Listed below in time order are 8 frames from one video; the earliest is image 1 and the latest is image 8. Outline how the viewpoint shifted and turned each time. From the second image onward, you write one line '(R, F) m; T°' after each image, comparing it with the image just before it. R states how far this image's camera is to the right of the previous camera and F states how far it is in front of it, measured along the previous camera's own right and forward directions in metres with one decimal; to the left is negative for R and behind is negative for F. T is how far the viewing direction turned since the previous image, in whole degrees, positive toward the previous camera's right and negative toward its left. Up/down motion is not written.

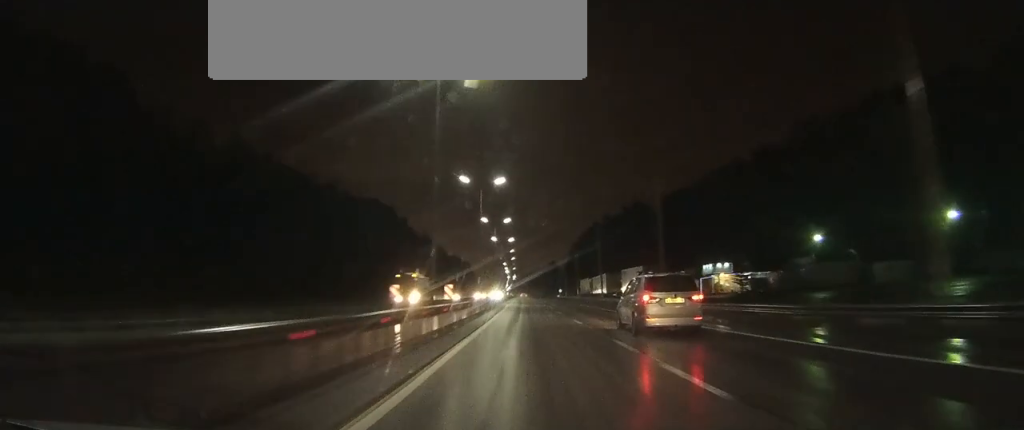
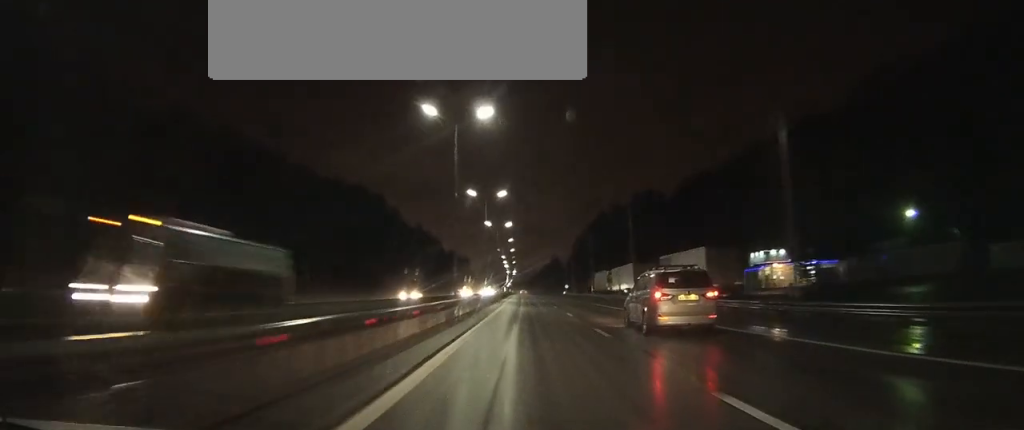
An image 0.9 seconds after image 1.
(0.0, +24.3) m; 0°
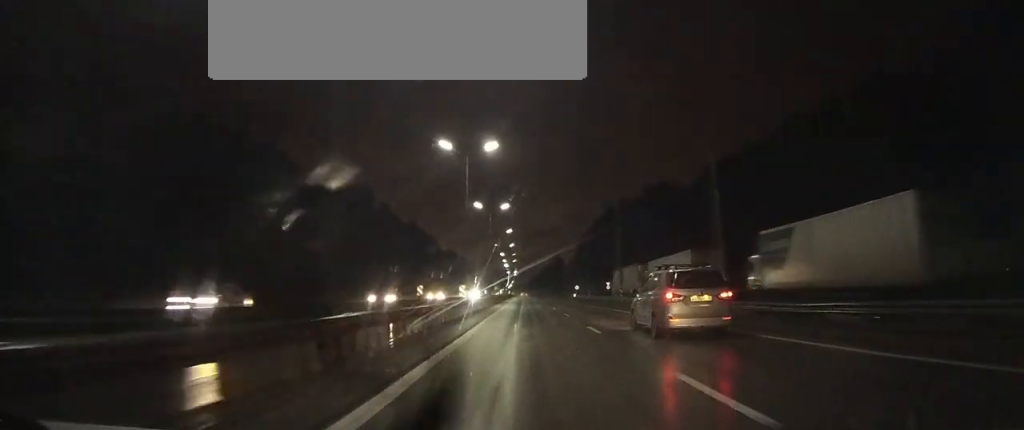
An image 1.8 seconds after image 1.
(0.0, +26.0) m; 0°
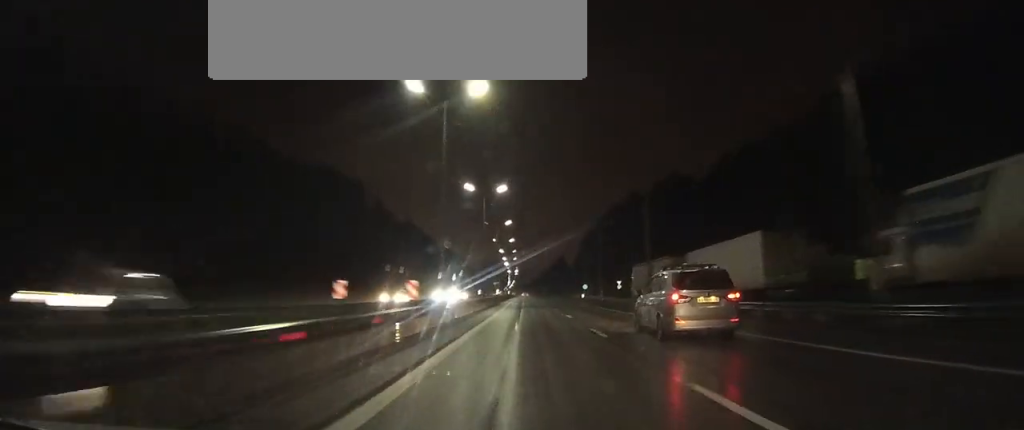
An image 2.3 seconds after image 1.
(0.0, +14.6) m; 0°
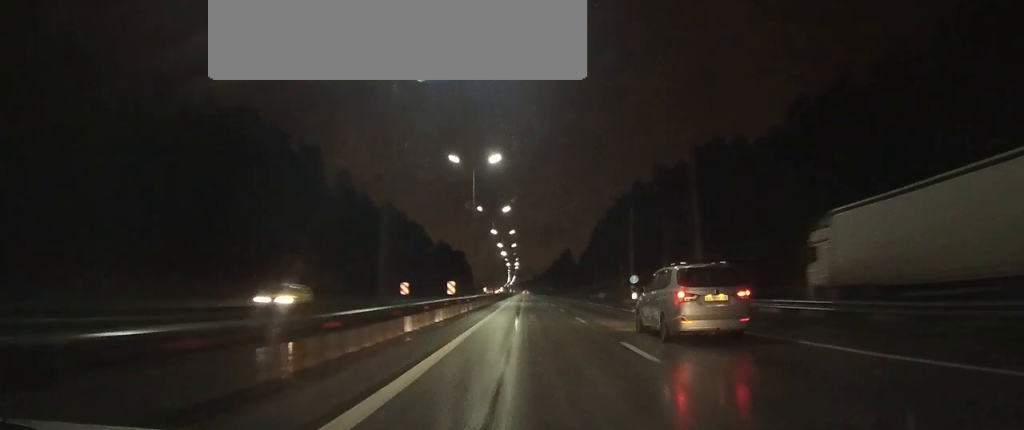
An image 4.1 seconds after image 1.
(-0.2, +45.2) m; 0°
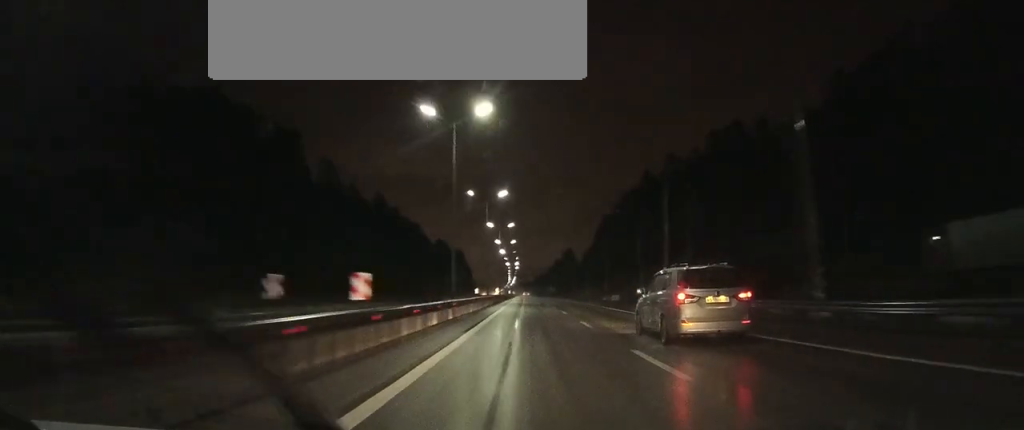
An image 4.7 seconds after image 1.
(0.0, +13.8) m; 0°
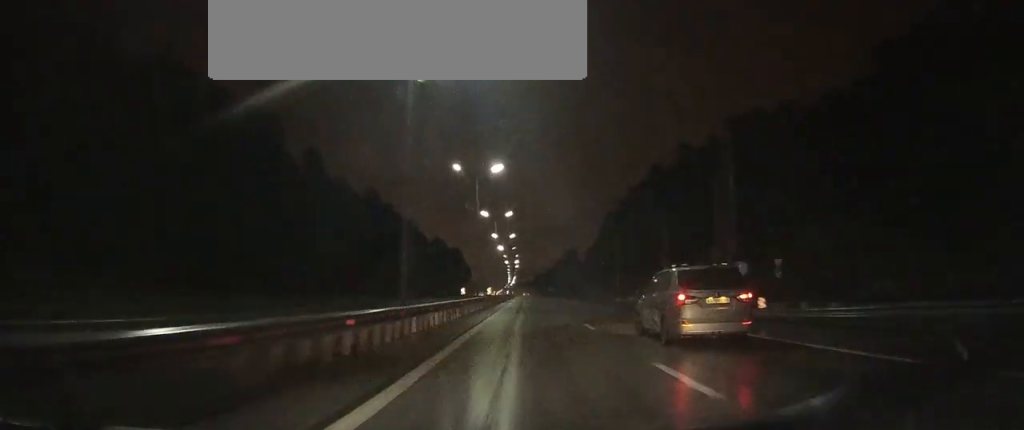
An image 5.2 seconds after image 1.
(0.0, +13.6) m; 0°
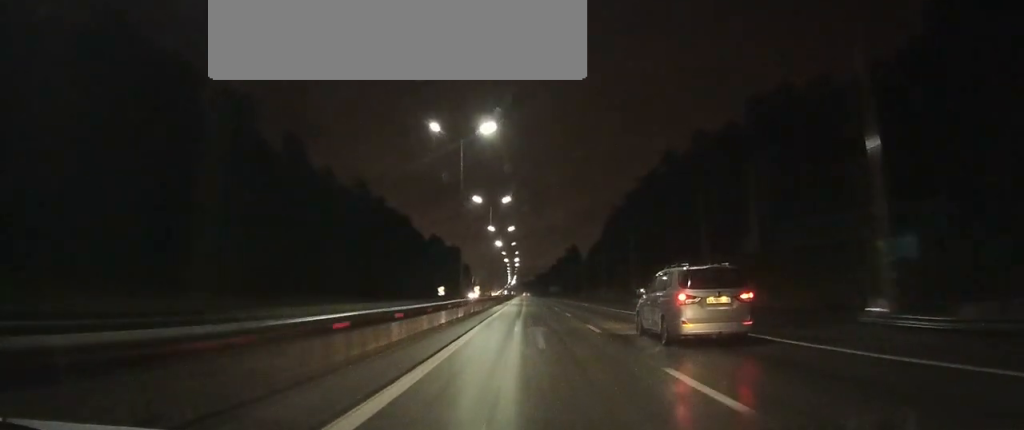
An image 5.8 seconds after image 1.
(0.0, +12.6) m; 0°
